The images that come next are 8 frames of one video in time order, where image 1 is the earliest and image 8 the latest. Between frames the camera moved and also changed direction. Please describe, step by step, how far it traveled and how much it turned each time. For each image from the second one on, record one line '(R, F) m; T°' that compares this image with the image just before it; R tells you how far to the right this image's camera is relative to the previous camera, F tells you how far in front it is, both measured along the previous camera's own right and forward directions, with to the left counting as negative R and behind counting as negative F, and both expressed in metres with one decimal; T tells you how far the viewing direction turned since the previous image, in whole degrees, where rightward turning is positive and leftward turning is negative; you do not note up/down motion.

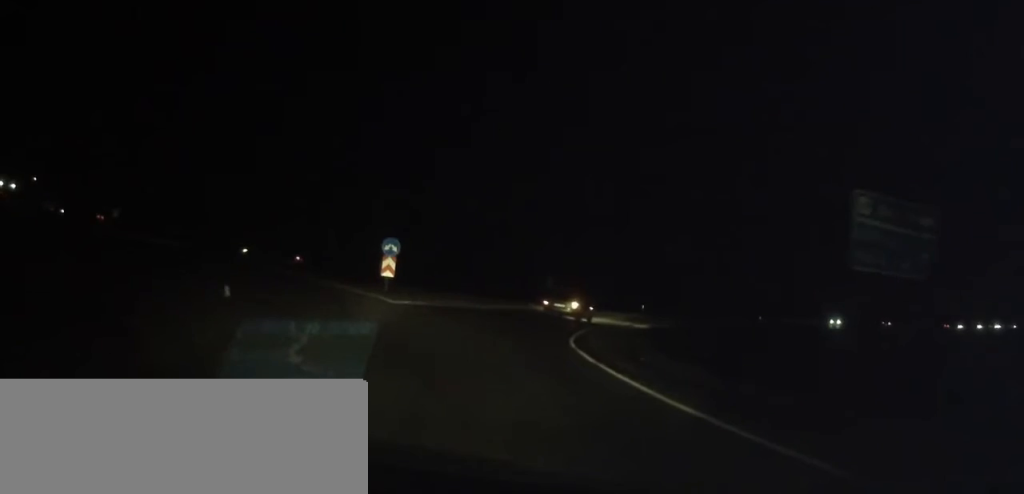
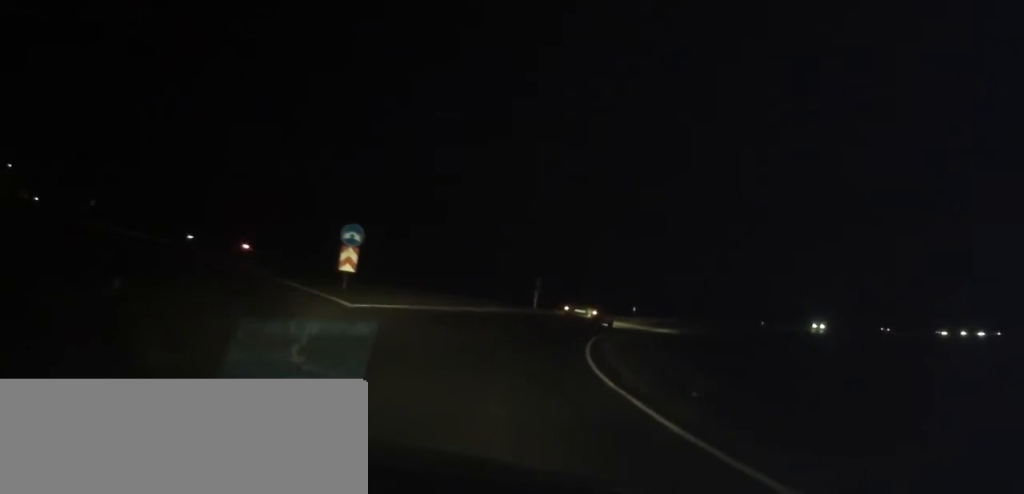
(-0.1, +4.9) m; -4°
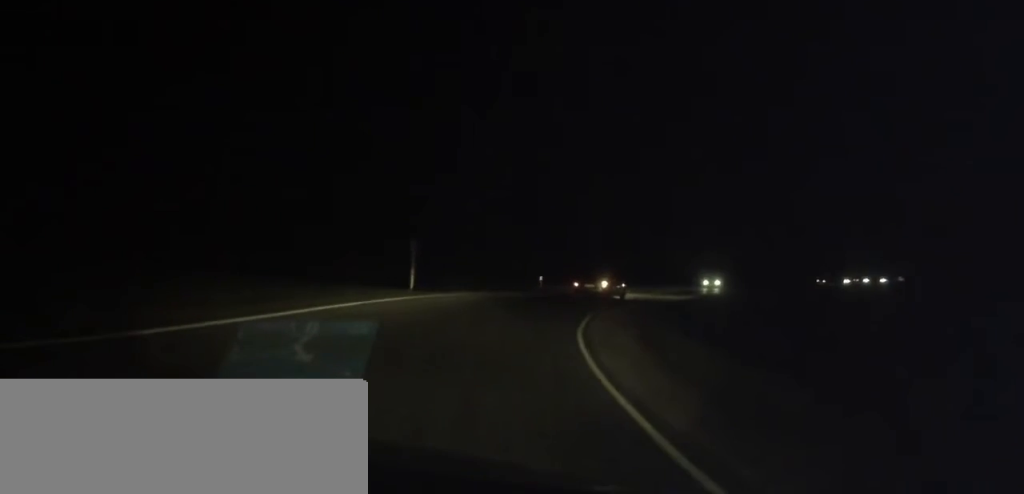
(-1.0, +14.4) m; -5°
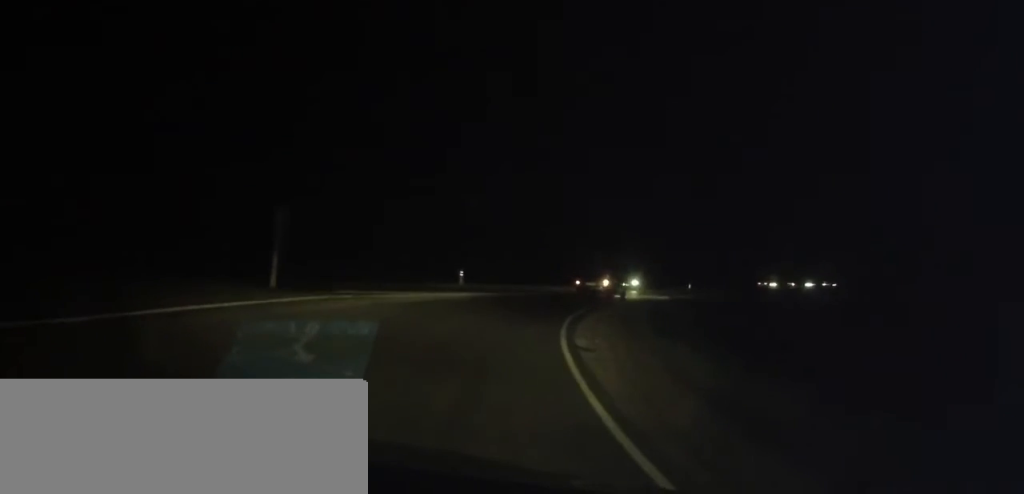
(-0.2, +8.8) m; +2°
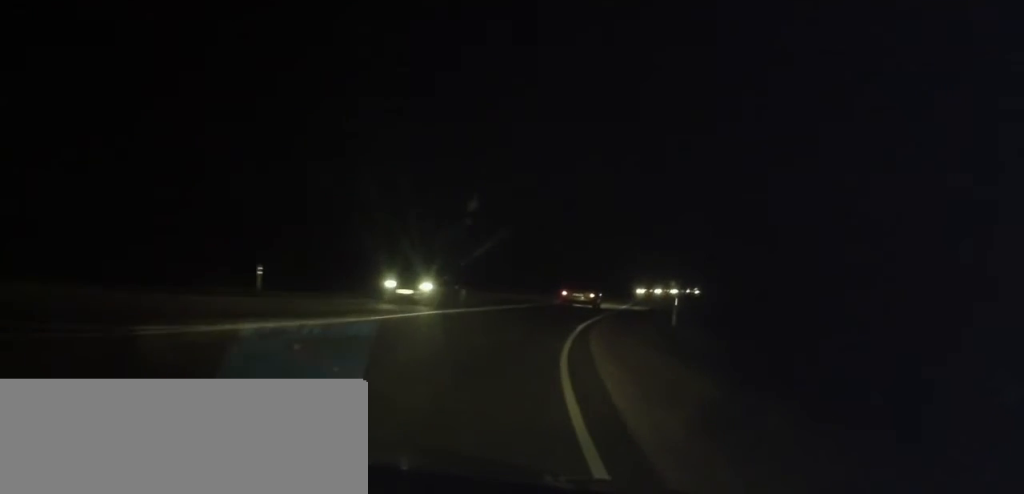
(+0.9, +15.3) m; +10°
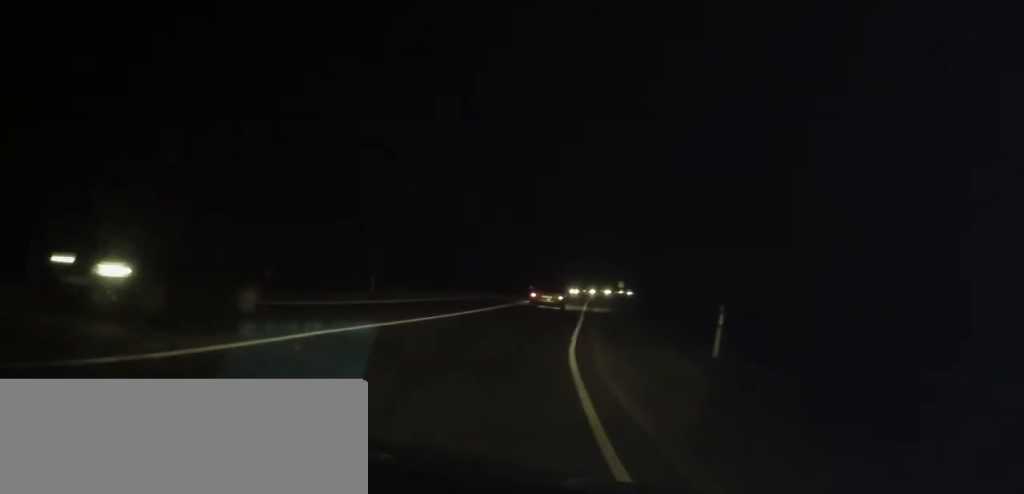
(+0.6, +7.1) m; +7°
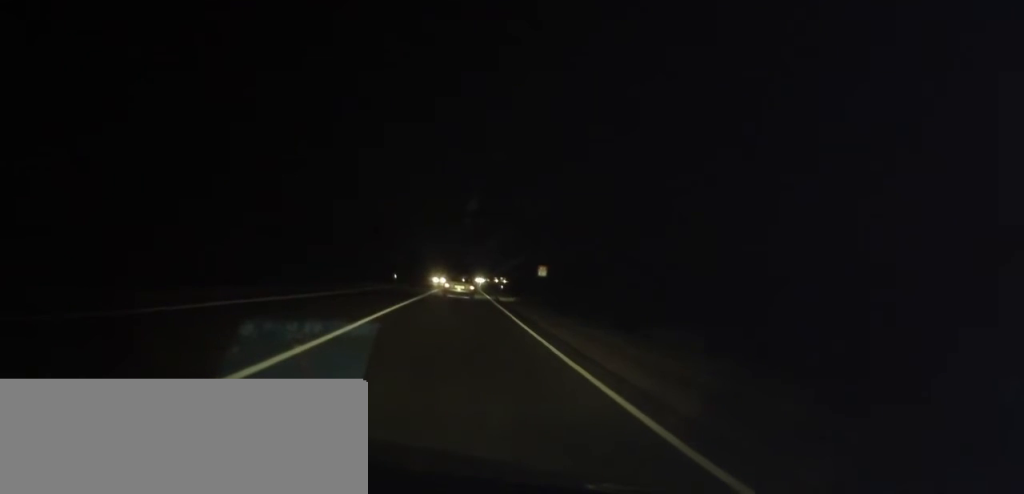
(+6.2, +27.6) m; +23°
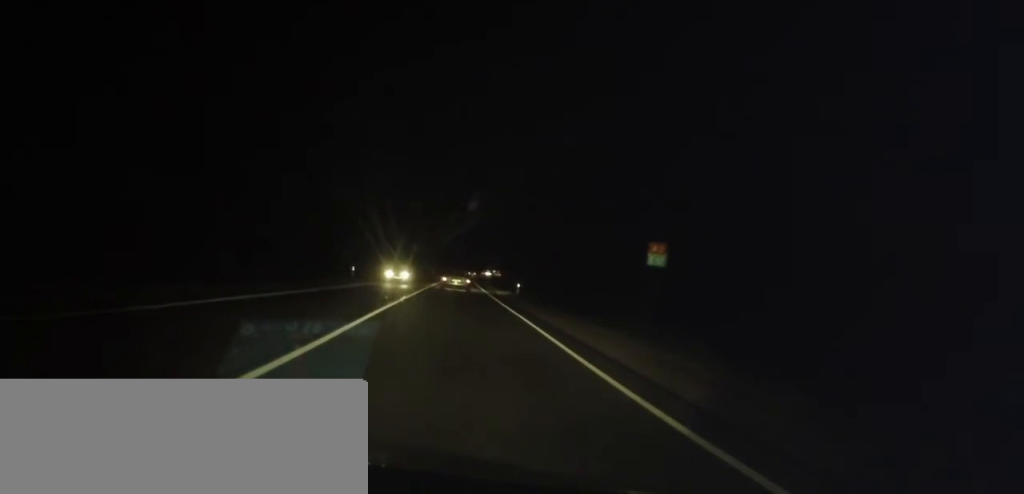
(+2.8, +24.9) m; +9°
